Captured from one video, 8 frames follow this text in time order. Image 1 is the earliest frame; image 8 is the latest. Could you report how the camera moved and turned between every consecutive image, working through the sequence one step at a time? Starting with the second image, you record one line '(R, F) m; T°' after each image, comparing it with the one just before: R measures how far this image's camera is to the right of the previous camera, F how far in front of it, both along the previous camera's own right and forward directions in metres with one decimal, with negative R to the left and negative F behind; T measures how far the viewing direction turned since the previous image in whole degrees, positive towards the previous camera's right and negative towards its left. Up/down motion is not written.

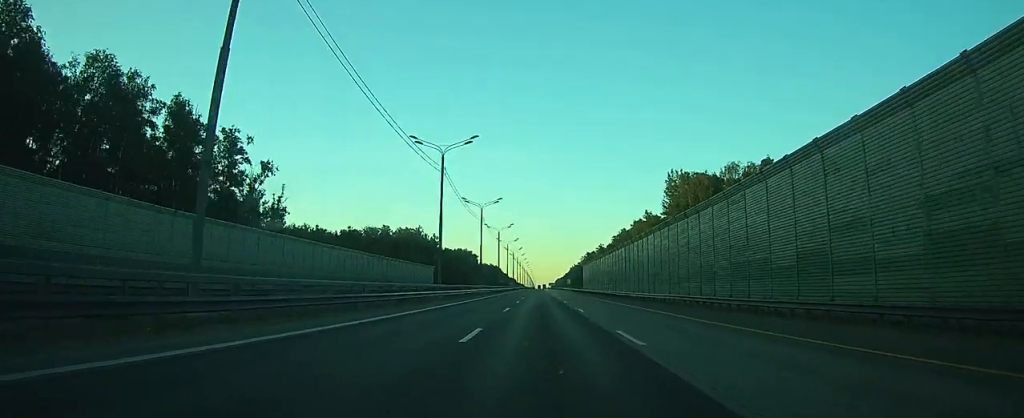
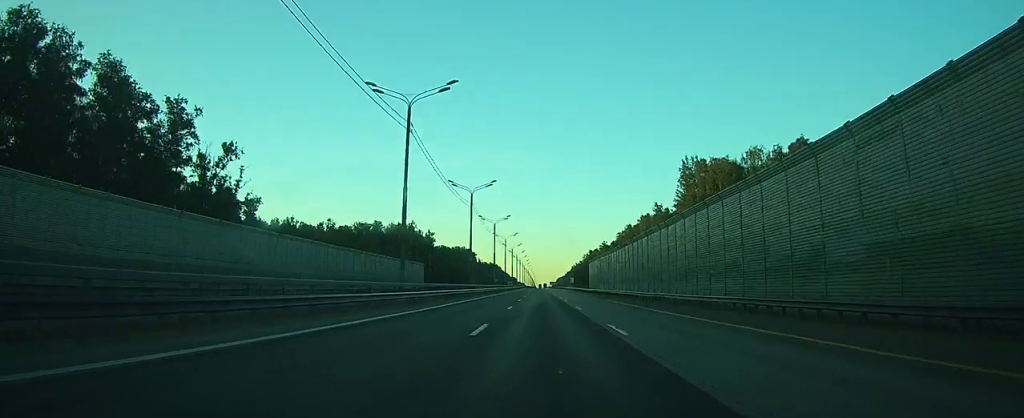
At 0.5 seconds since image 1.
(+0.1, +14.2) m; 0°
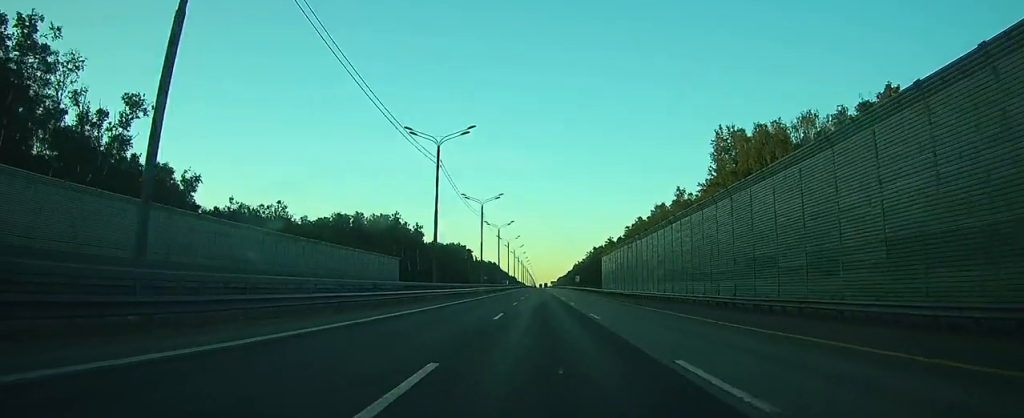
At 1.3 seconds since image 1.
(0.0, +25.4) m; 0°
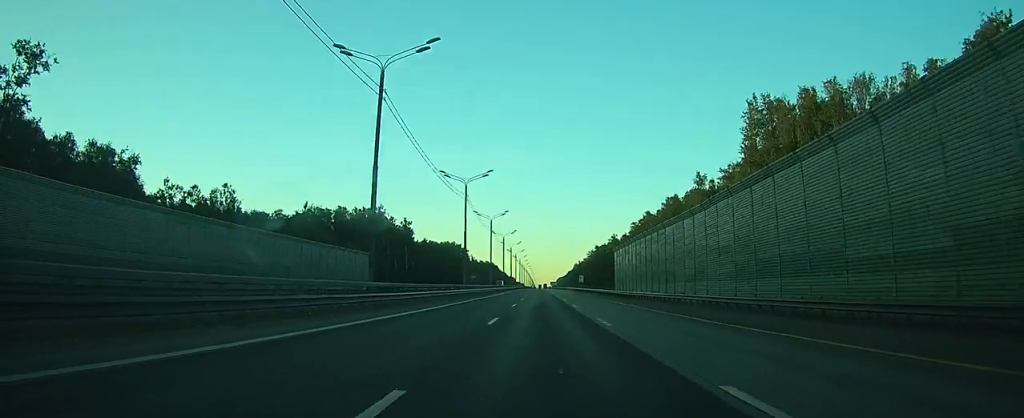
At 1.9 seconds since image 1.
(0.0, +18.3) m; 0°
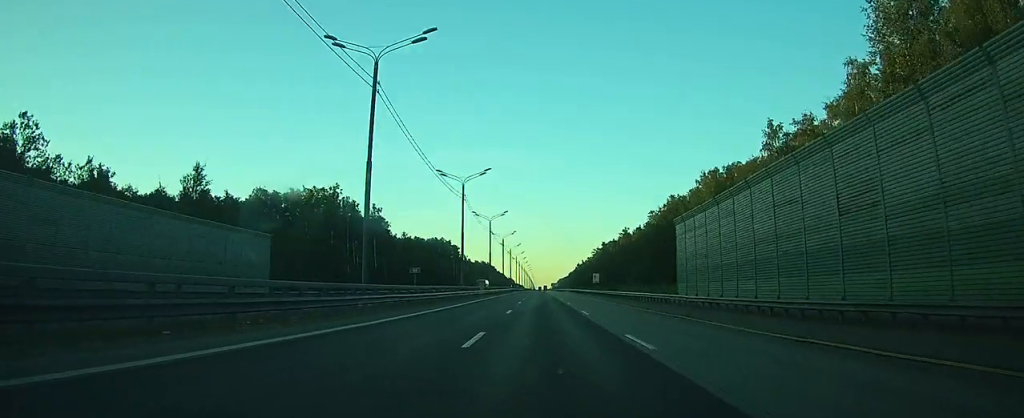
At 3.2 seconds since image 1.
(+0.1, +38.7) m; 0°
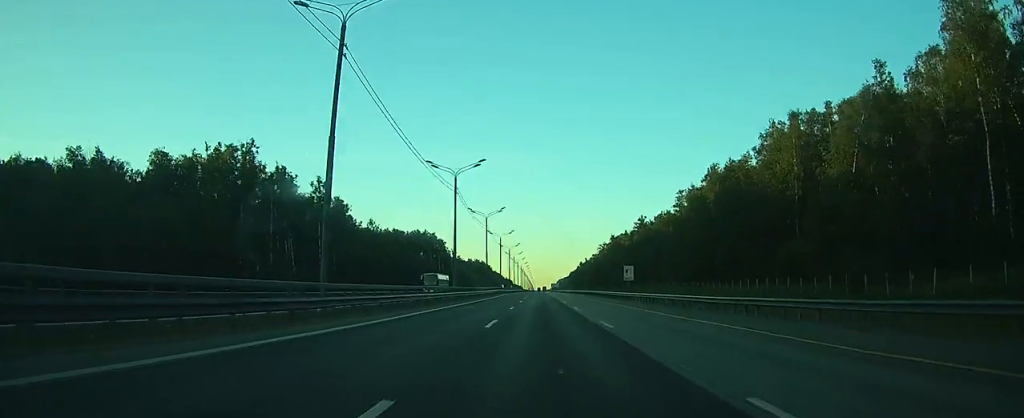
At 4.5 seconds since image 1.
(-0.1, +41.8) m; 0°
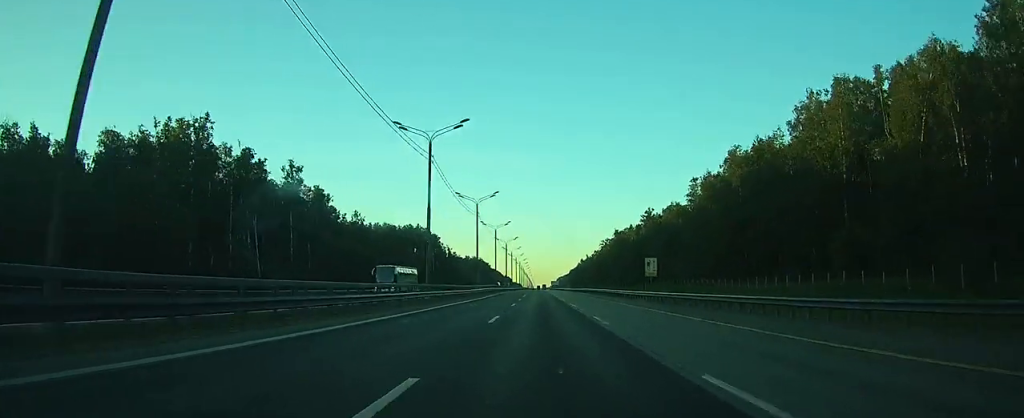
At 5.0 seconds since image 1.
(0.0, +14.3) m; 0°
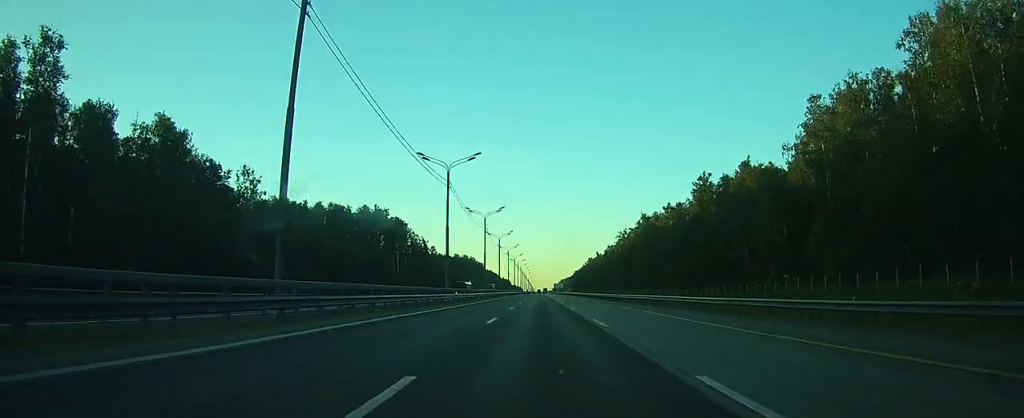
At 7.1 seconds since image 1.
(-0.3, +63.5) m; 0°
